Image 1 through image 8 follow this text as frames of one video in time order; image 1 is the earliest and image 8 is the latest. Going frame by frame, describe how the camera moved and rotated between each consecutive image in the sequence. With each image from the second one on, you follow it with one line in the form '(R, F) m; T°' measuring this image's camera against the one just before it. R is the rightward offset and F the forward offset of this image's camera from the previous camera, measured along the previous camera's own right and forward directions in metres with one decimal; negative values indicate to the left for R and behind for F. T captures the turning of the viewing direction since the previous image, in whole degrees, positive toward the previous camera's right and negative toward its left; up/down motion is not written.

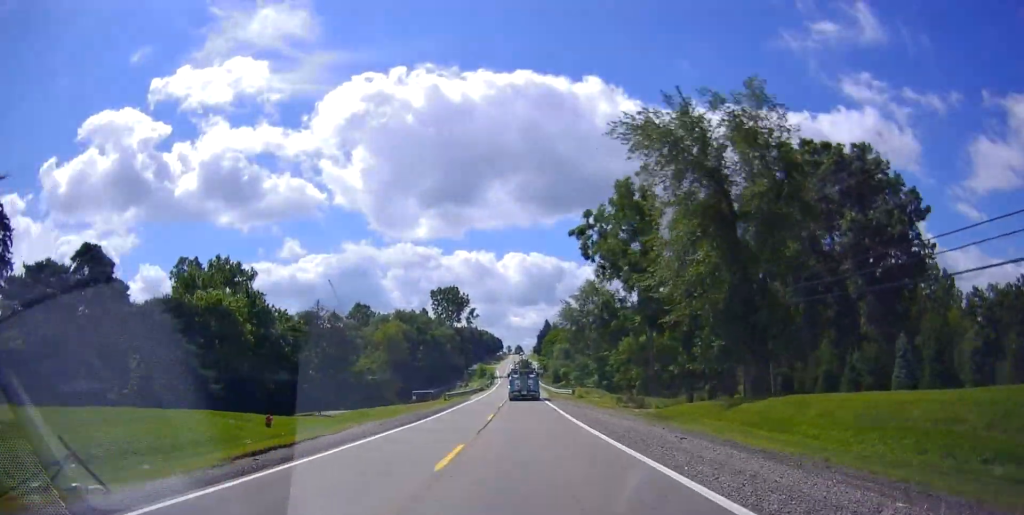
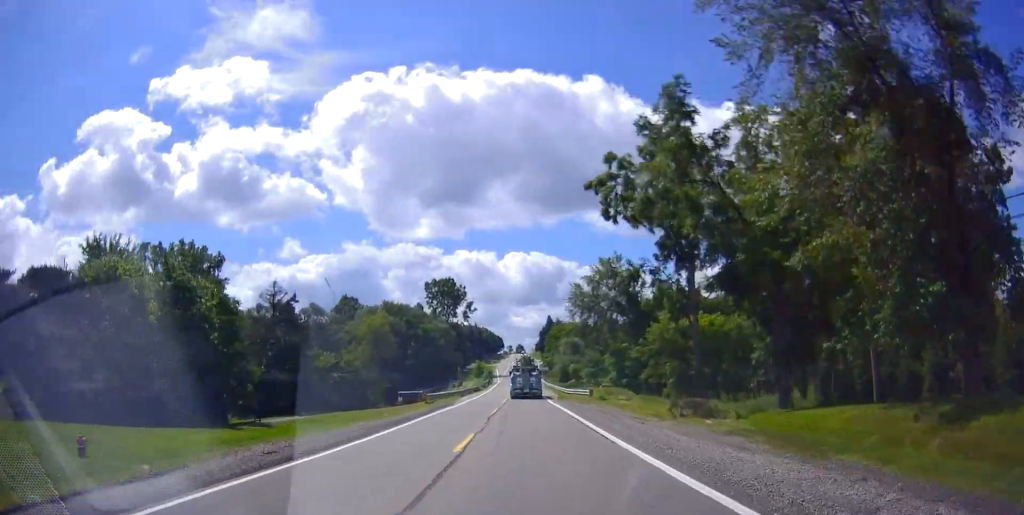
(+0.2, +12.8) m; 0°
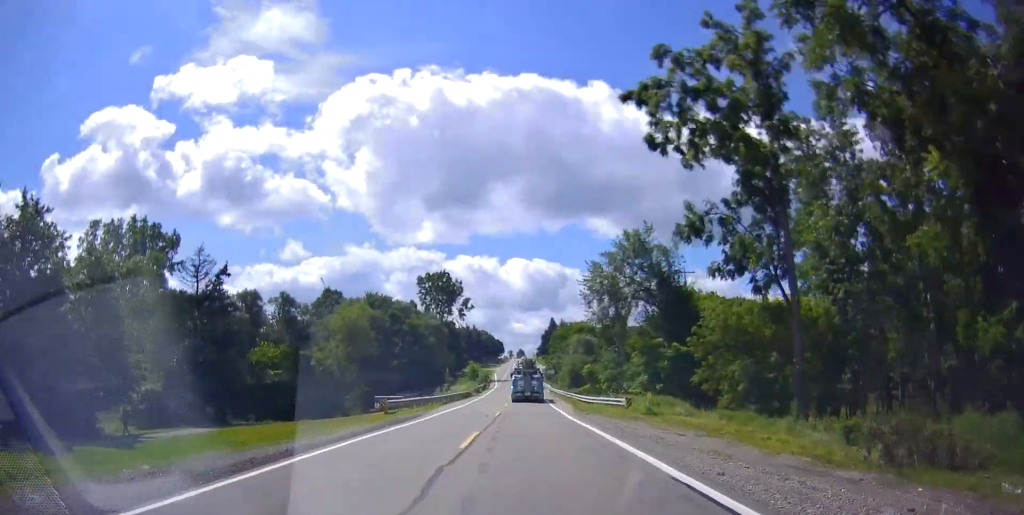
(+0.2, +14.5) m; -1°
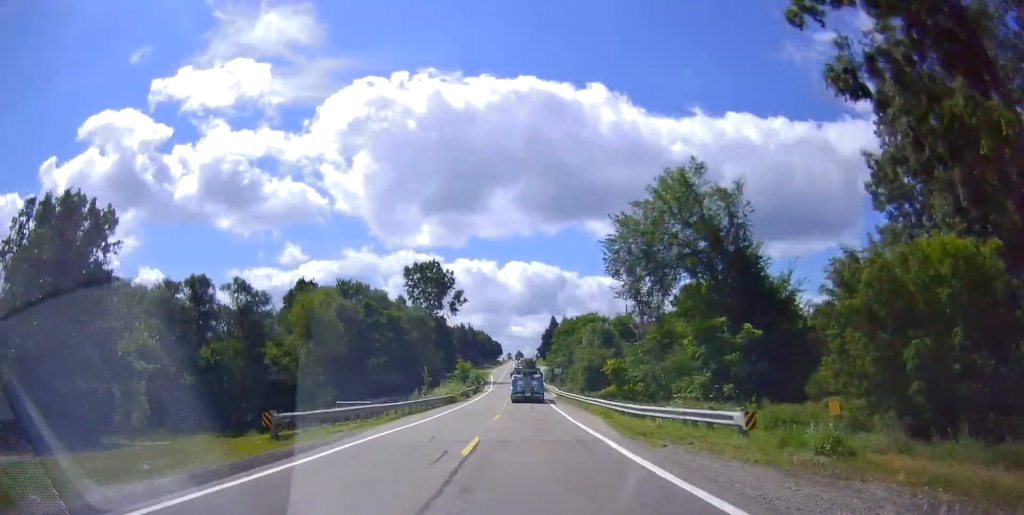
(-0.4, +15.5) m; -1°
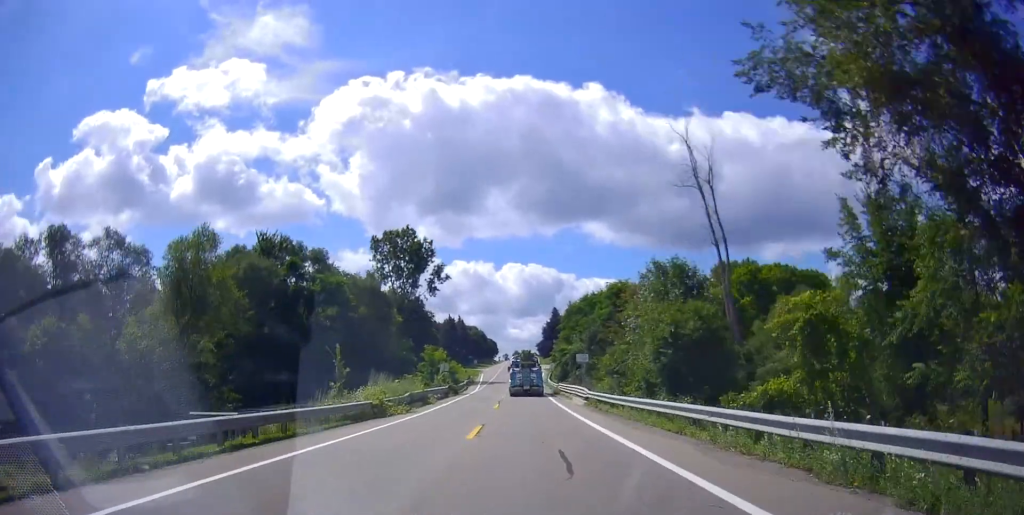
(0.0, +28.3) m; +1°
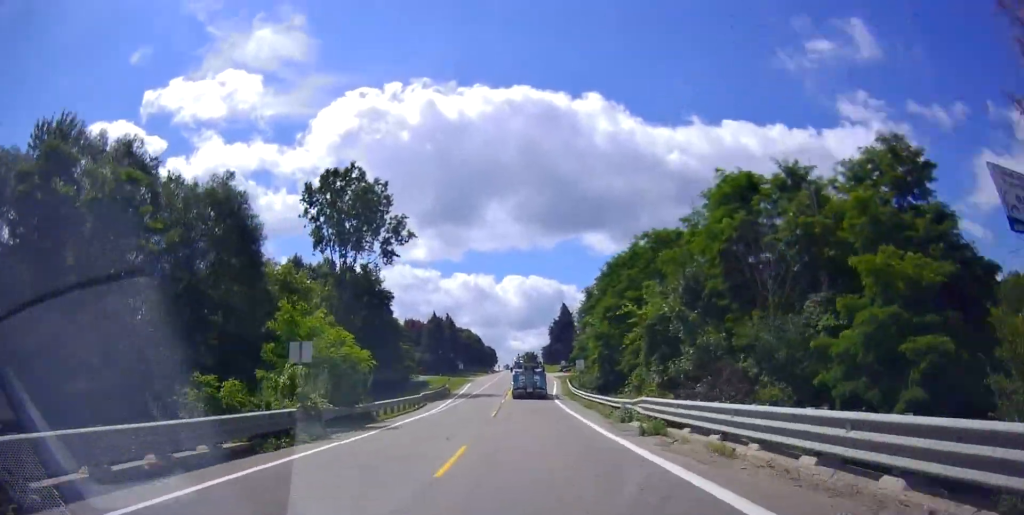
(+0.3, +36.1) m; -1°
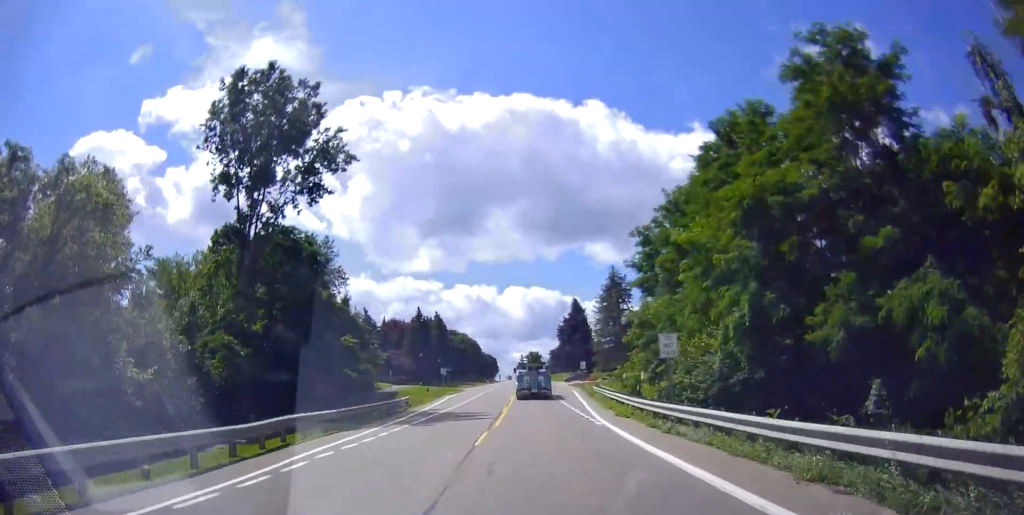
(-0.7, +26.3) m; -1°
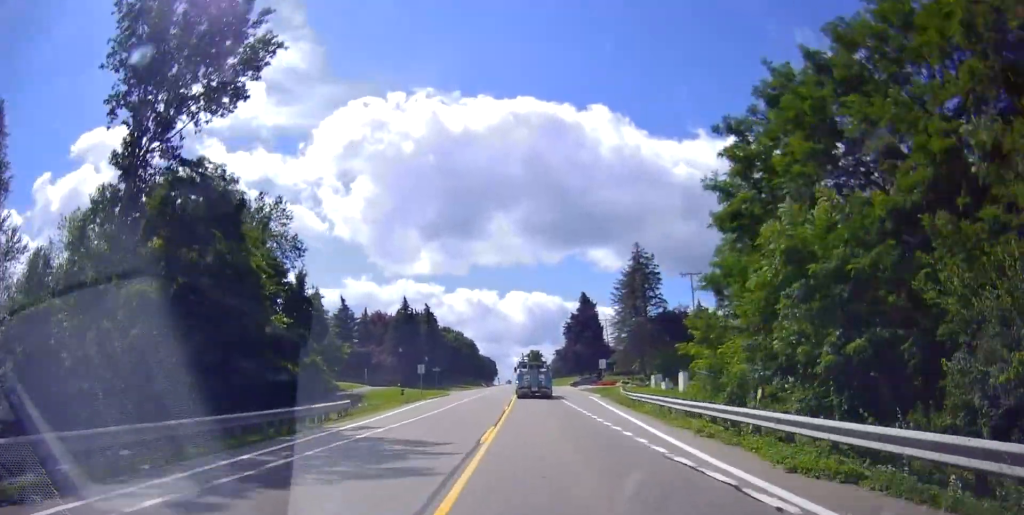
(-0.1, +16.1) m; +1°
